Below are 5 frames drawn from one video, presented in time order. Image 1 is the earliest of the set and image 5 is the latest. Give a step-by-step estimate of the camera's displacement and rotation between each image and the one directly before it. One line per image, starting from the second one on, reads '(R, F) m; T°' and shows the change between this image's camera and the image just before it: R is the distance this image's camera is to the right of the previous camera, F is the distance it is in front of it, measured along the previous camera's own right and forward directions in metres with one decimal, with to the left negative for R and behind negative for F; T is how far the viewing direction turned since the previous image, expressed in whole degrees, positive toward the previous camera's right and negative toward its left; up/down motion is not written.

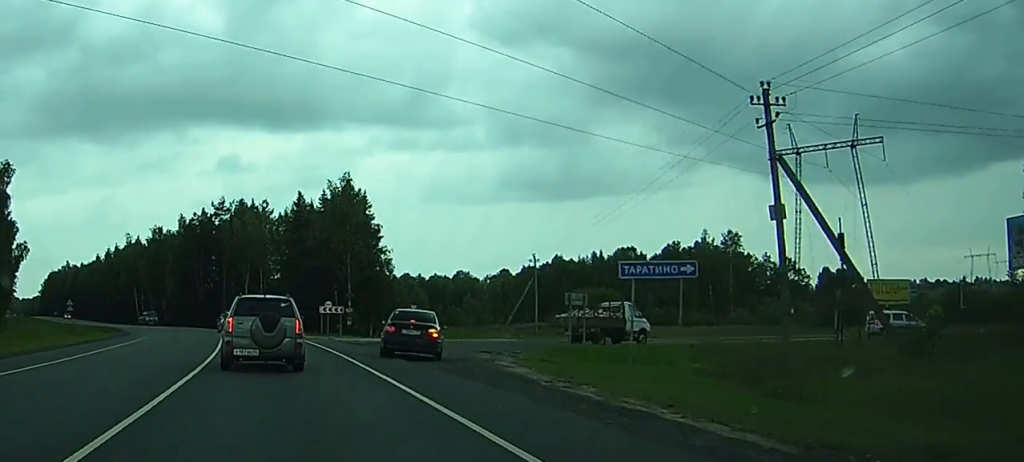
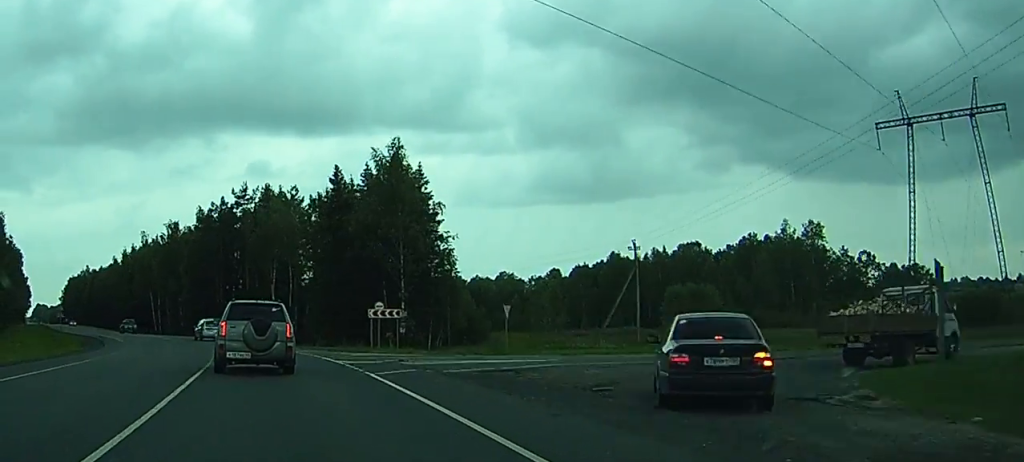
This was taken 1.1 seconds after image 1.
(-0.1, +20.1) m; -1°
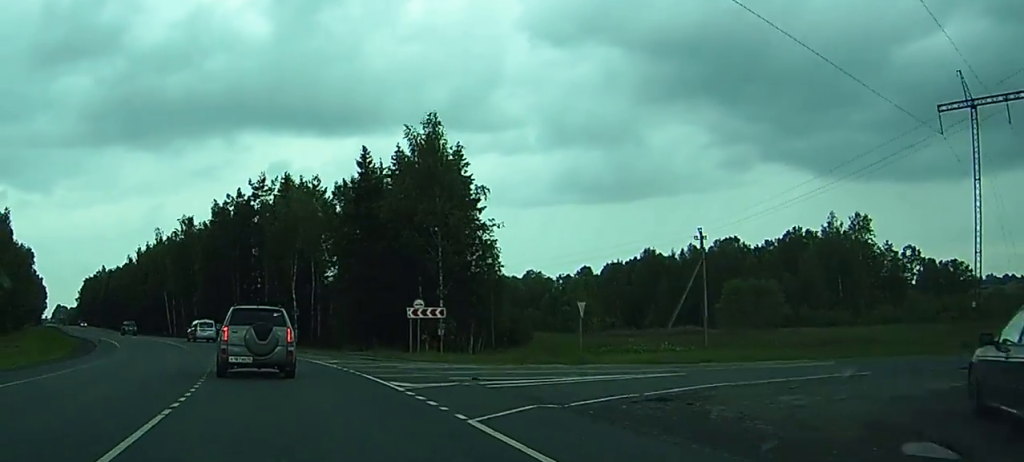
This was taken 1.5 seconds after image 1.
(0.0, +8.7) m; -1°
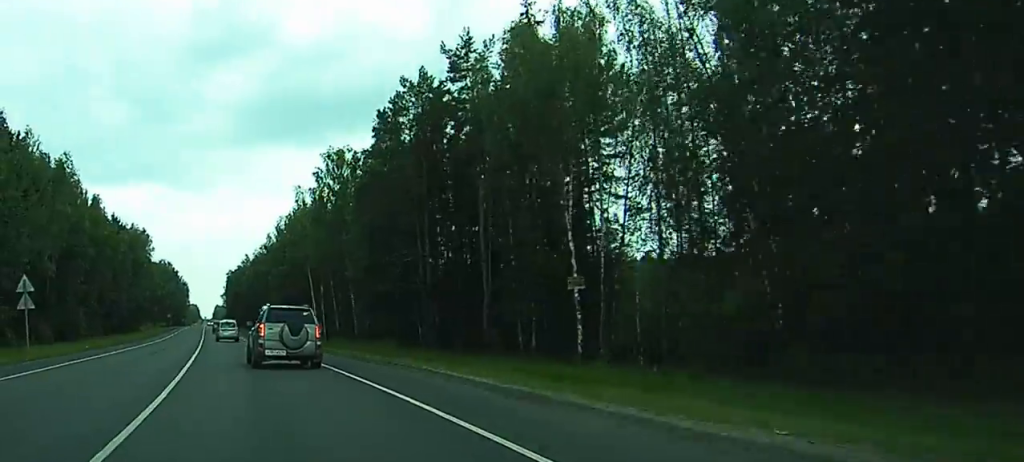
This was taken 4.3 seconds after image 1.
(-3.7, +51.9) m; -9°
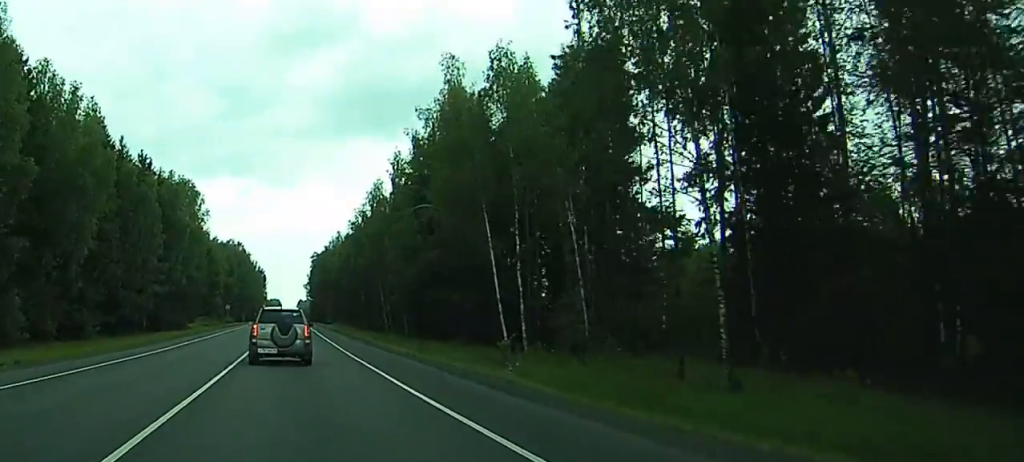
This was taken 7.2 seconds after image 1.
(-4.2, +60.0) m; -6°
